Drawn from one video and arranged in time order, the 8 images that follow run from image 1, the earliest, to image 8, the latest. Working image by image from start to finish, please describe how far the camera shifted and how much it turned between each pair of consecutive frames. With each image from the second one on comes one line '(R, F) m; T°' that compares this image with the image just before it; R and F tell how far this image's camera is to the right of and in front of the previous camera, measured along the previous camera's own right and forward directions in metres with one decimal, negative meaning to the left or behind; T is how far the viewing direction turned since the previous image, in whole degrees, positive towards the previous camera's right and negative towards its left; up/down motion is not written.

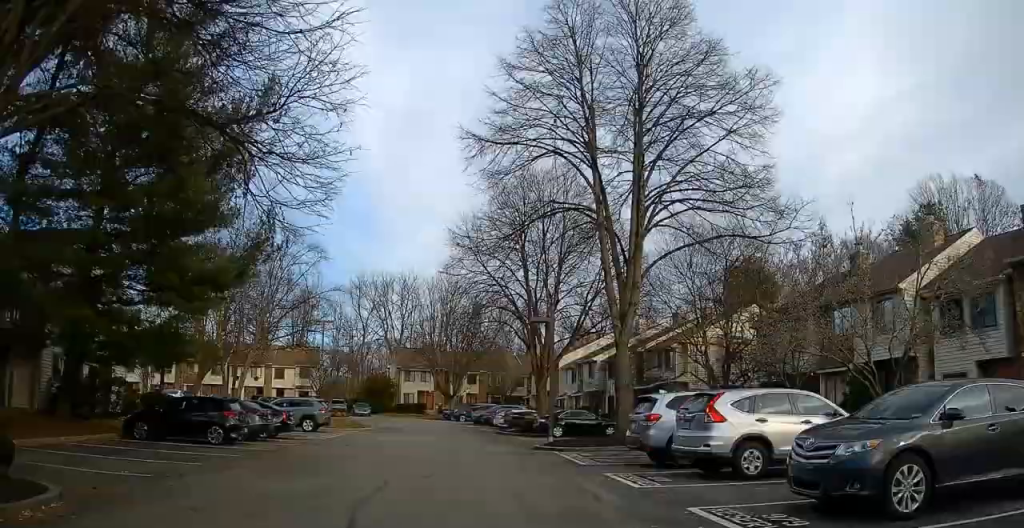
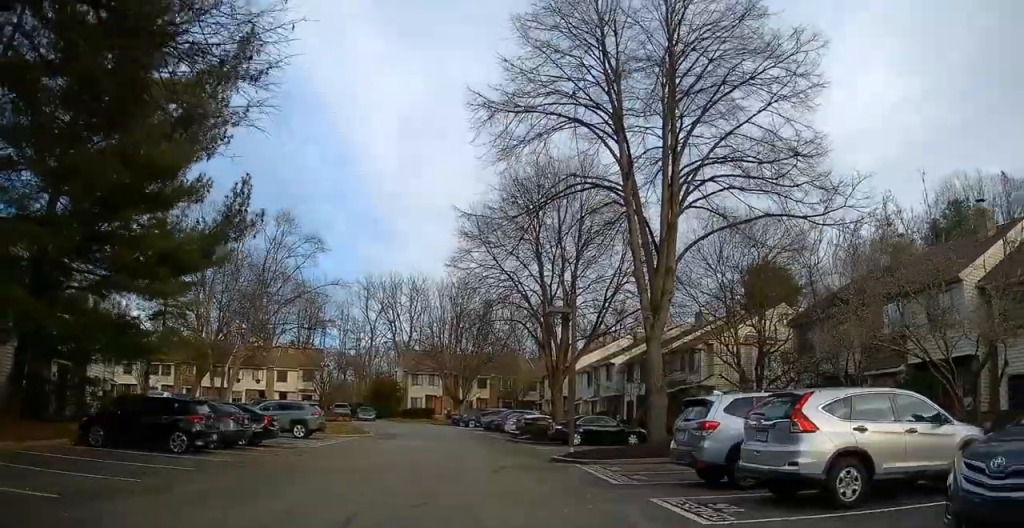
(+0.1, +3.2) m; -1°
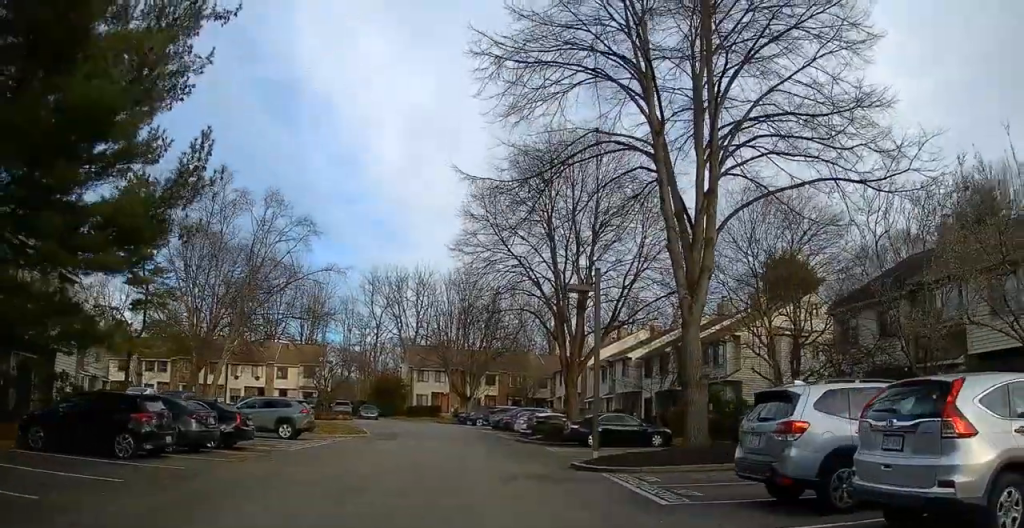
(-0.1, +3.1) m; -4°
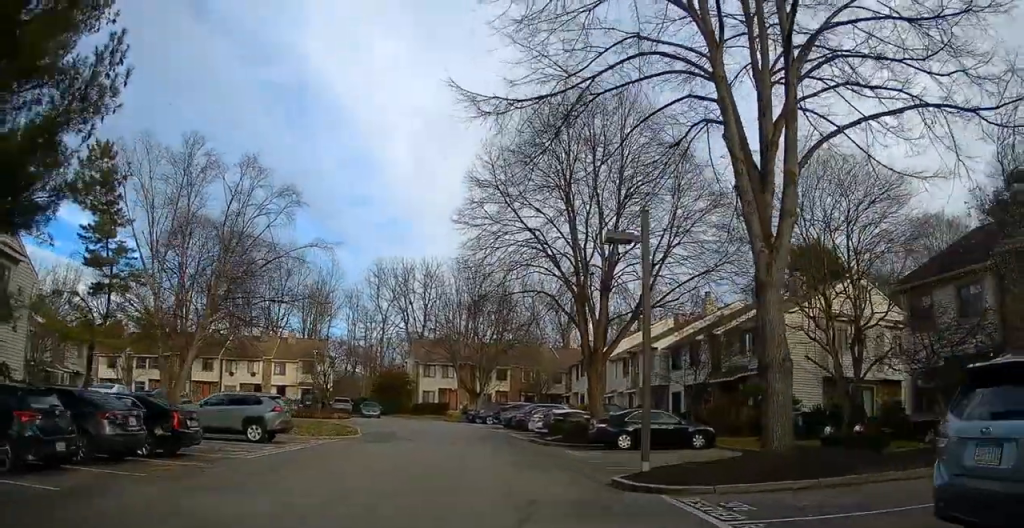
(-0.3, +4.4) m; +1°
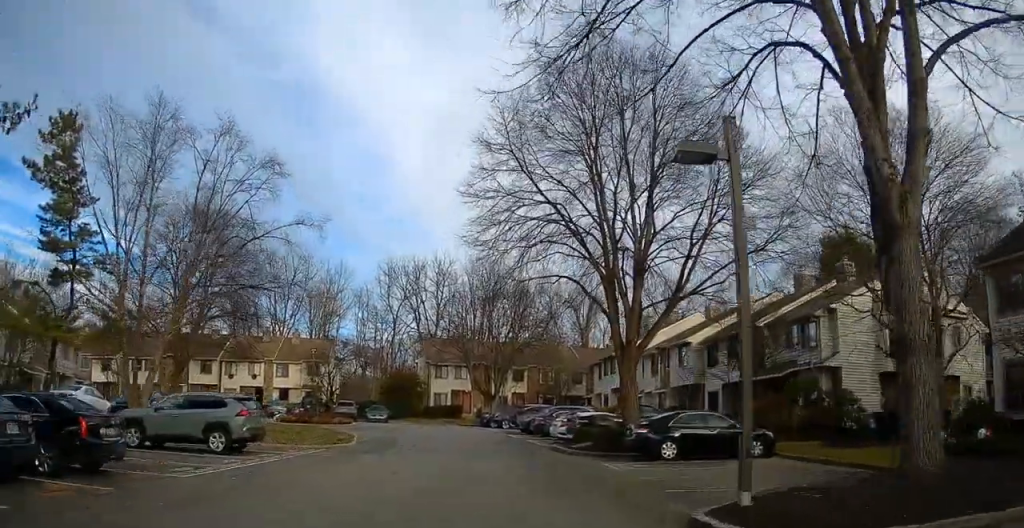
(+0.3, +4.0) m; +3°
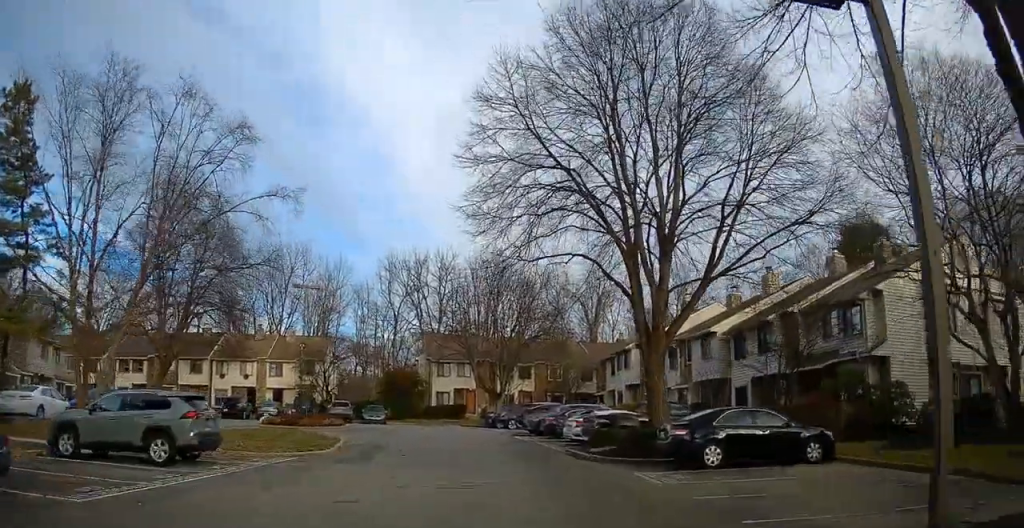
(+0.2, +3.4) m; -1°
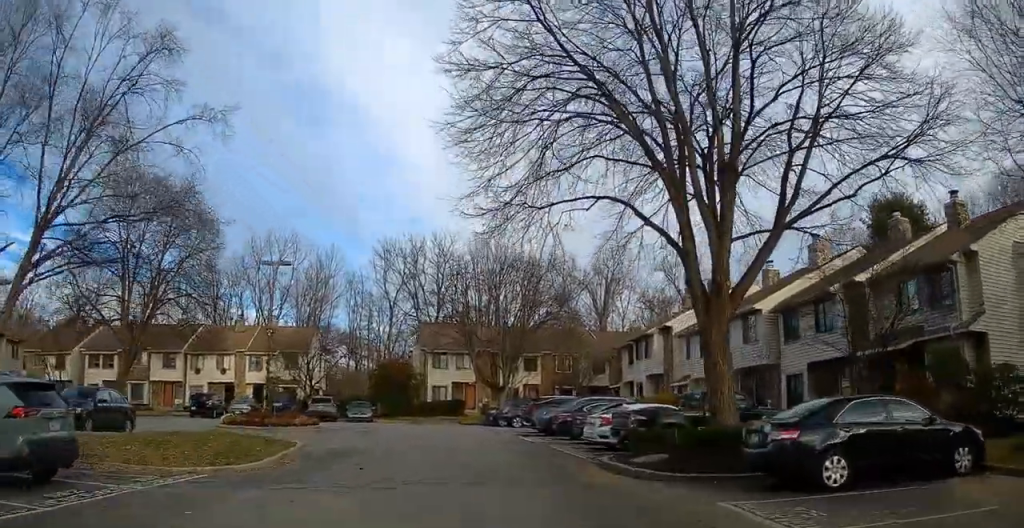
(-0.6, +6.0) m; -6°
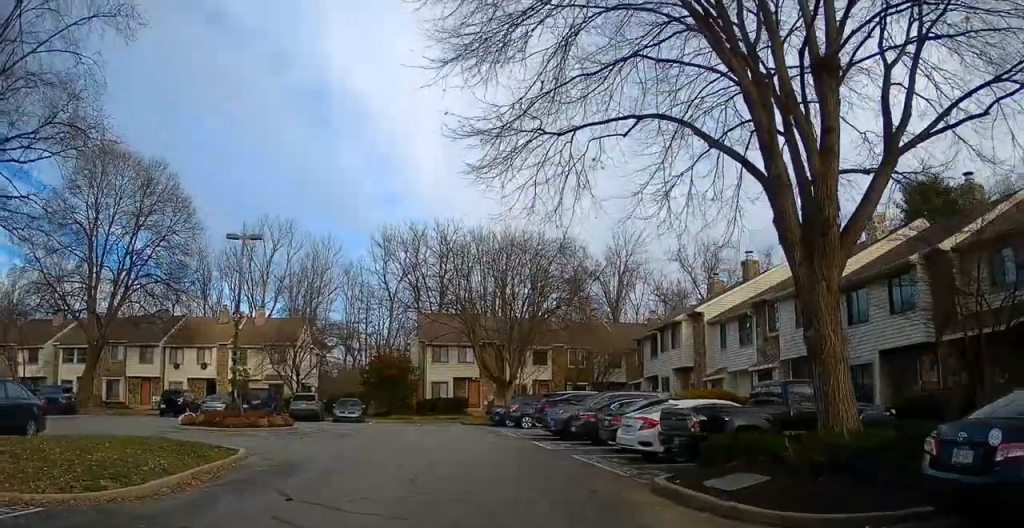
(0.0, +5.1) m; +1°
